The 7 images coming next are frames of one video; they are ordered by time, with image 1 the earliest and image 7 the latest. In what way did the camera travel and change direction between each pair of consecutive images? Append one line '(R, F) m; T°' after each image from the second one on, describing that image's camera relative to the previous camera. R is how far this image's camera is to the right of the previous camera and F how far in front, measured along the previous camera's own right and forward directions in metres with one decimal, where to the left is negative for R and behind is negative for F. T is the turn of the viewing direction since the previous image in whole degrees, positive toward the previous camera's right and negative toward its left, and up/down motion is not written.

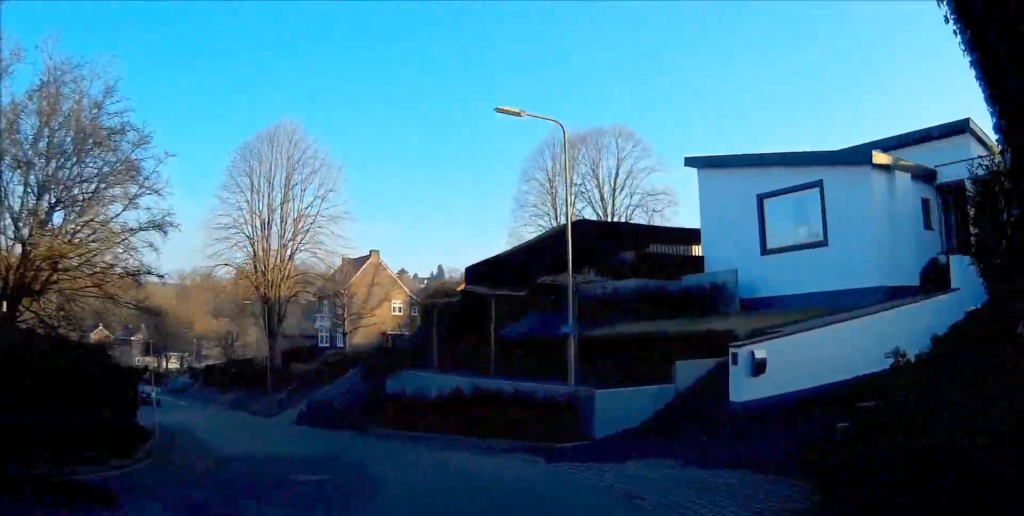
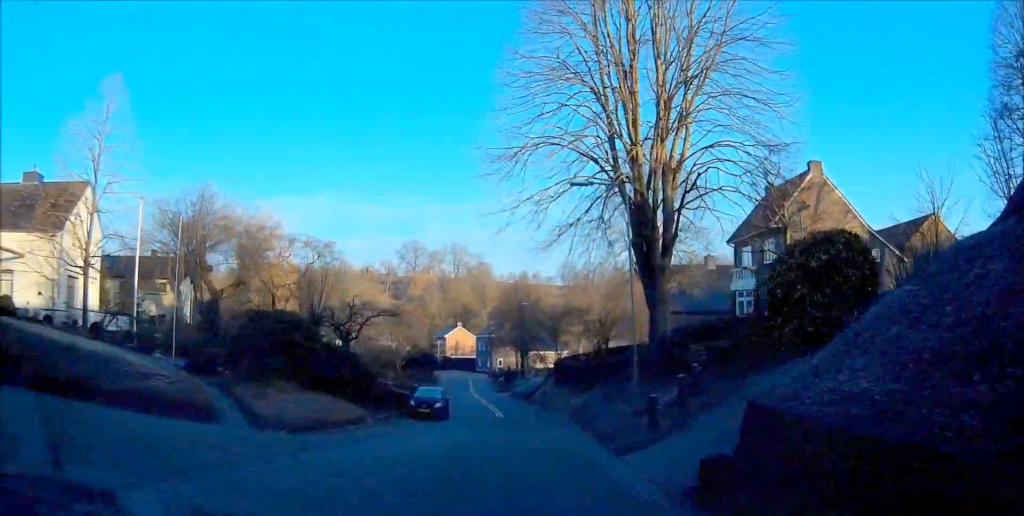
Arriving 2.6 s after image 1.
(-6.1, +27.3) m; -16°
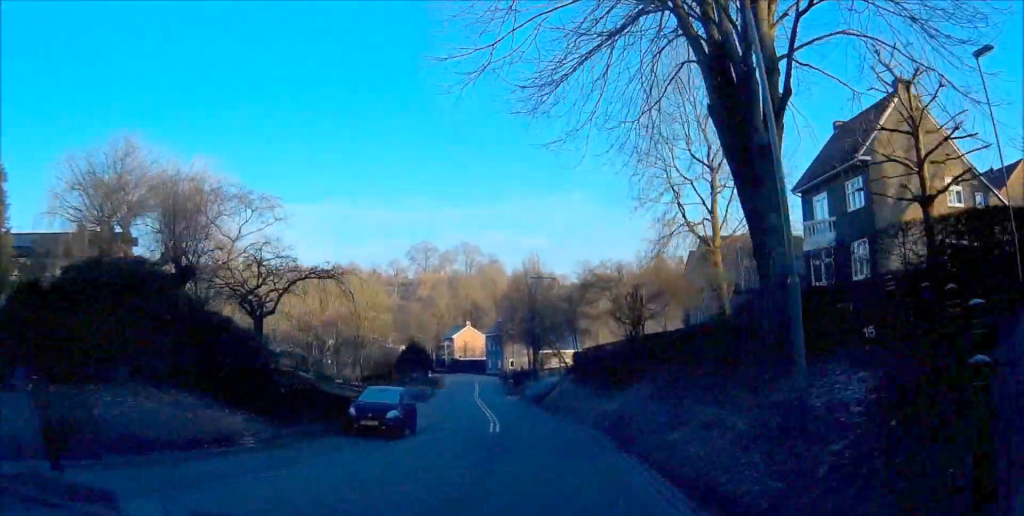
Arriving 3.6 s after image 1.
(-0.4, +11.9) m; -3°
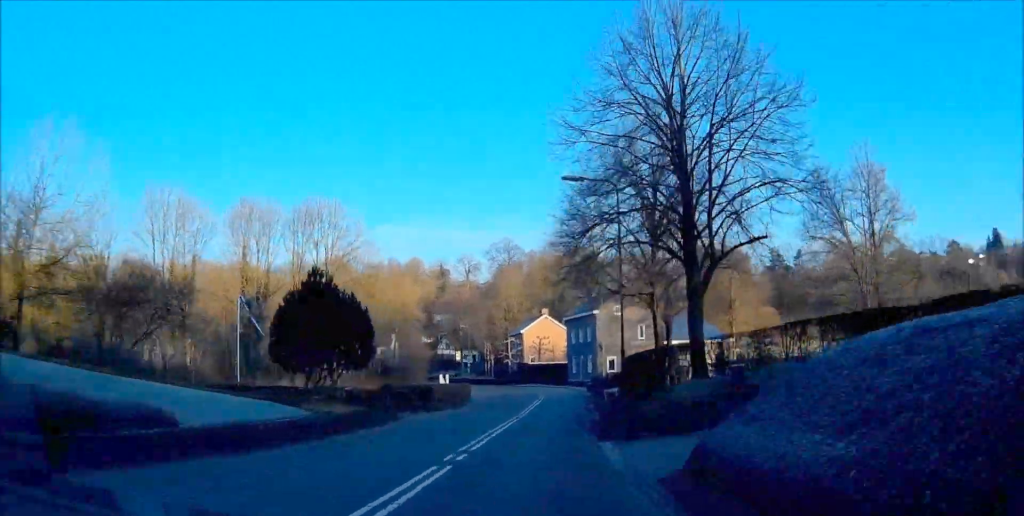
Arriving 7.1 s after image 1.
(-1.8, +46.2) m; -1°
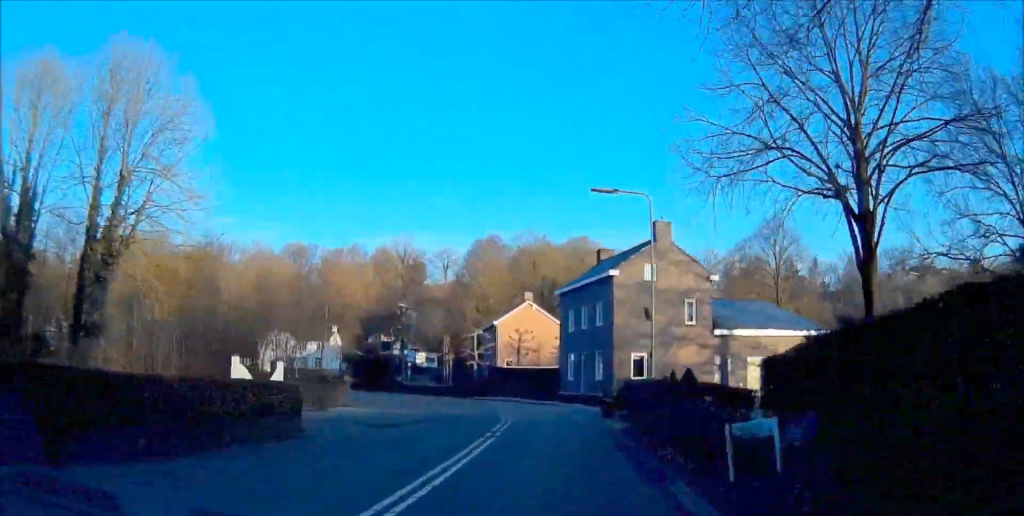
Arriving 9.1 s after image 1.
(+0.9, +27.2) m; -2°
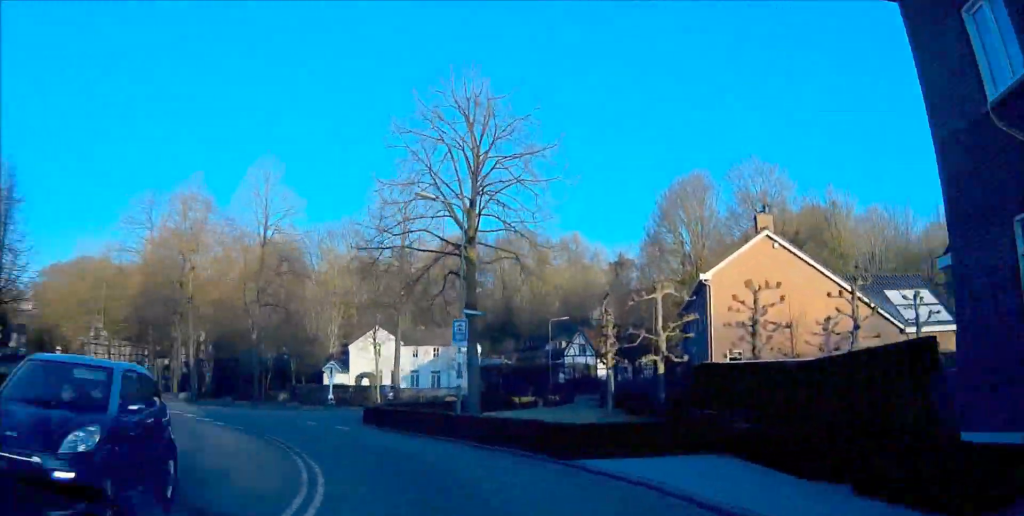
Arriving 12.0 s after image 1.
(-7.0, +36.9) m; -33°
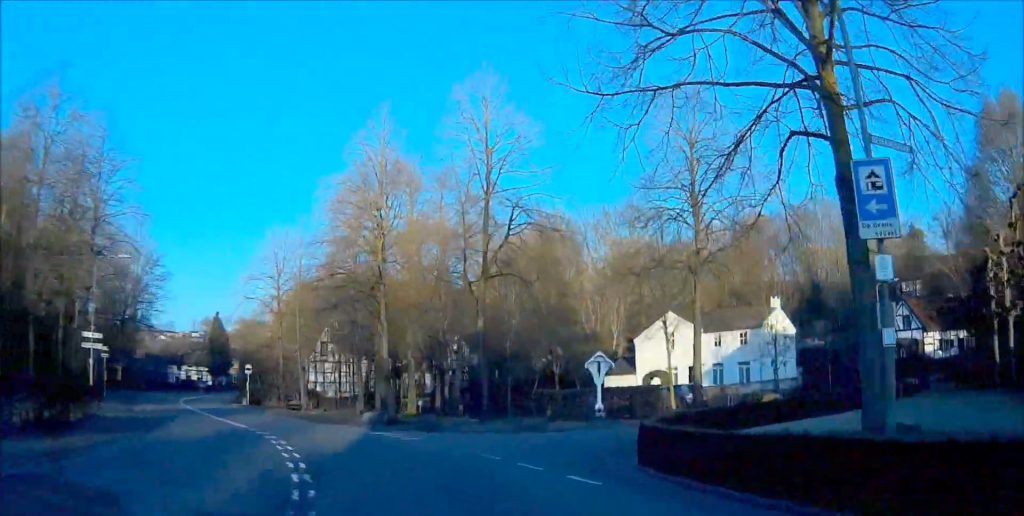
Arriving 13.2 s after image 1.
(-2.7, +15.3) m; -20°
